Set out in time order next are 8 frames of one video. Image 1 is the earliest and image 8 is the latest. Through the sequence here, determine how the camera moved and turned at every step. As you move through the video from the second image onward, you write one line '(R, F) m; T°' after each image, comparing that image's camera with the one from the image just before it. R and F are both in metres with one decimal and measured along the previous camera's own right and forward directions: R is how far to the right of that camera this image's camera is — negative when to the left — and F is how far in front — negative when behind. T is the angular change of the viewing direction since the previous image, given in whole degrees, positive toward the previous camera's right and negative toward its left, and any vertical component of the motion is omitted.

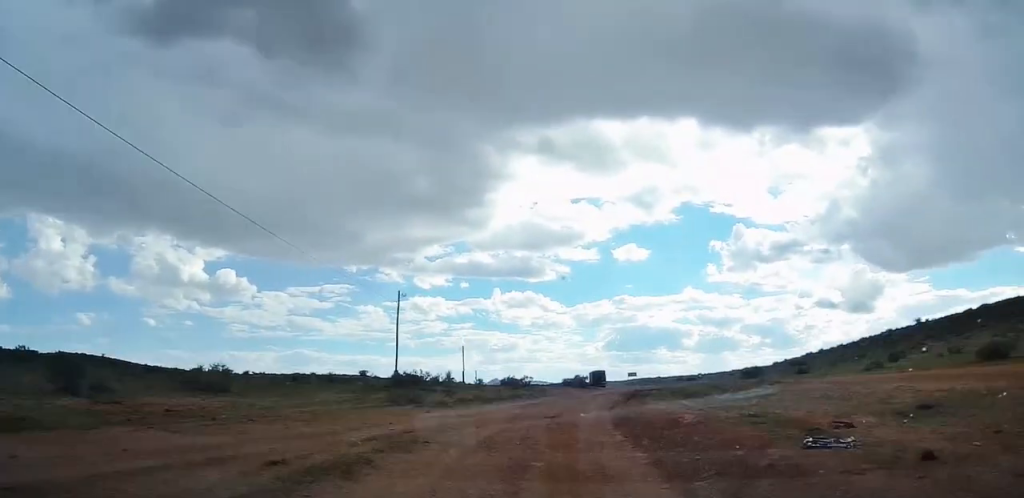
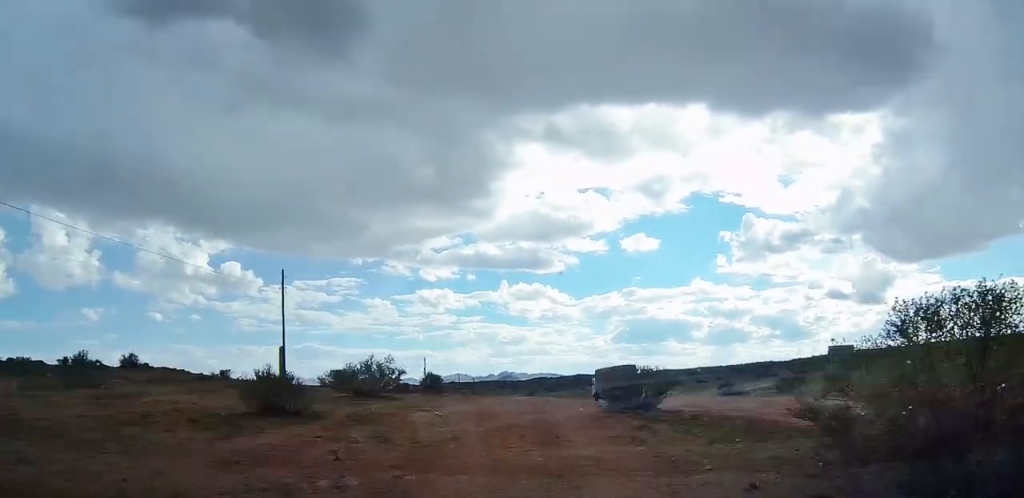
(+3.0, +69.3) m; -5°
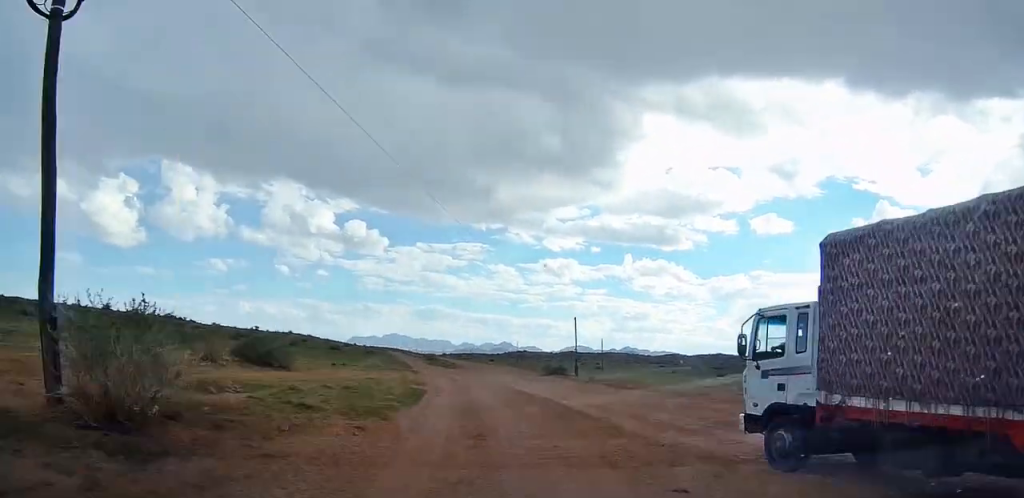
(-16.7, +114.6) m; -13°
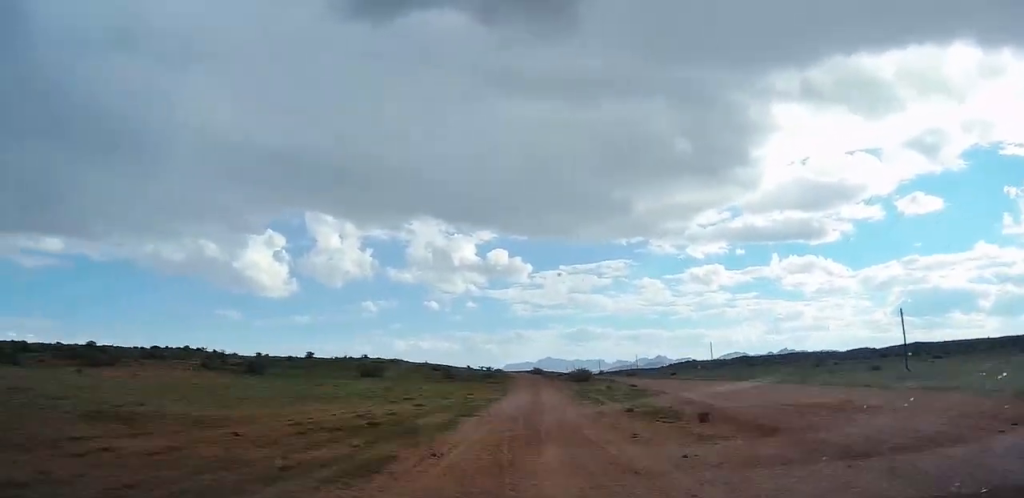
(-3.9, +51.6) m; -1°
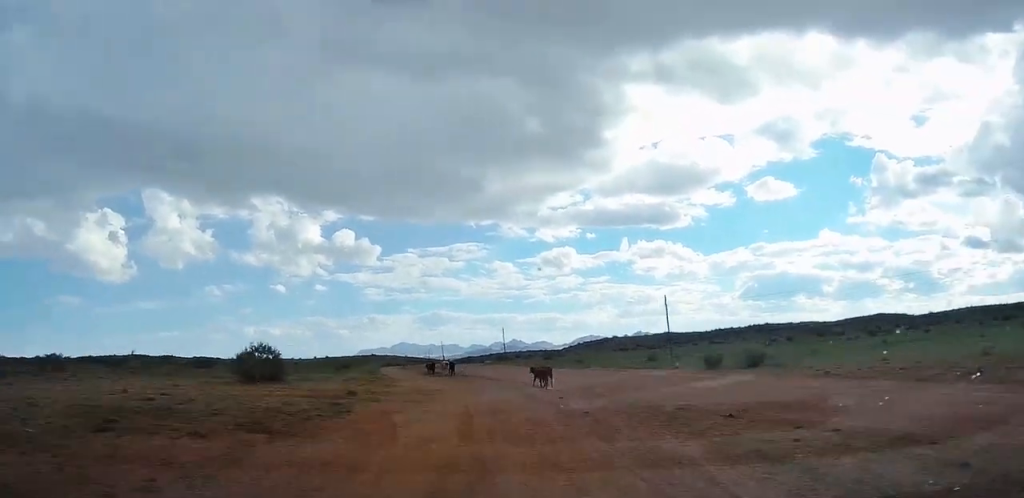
(-0.9, +130.9) m; +3°
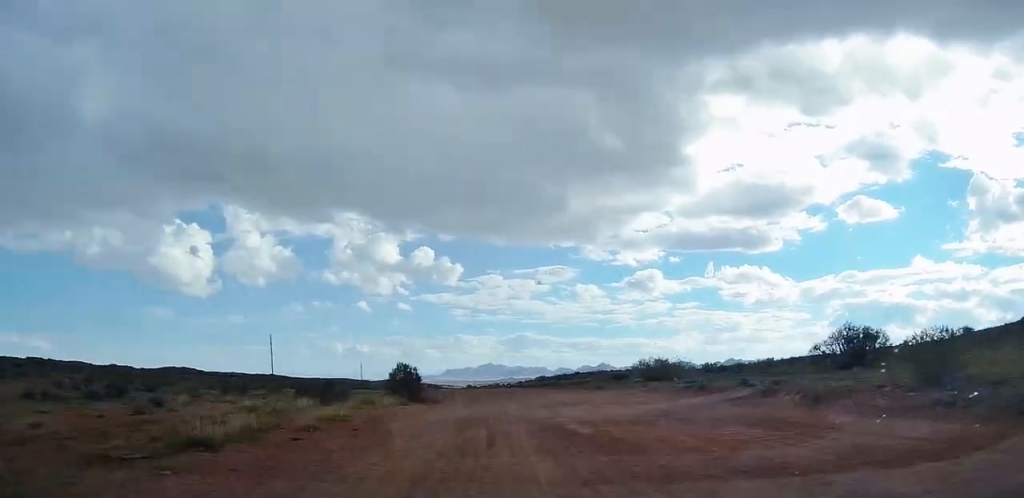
(+13.2, +247.6) m; -3°
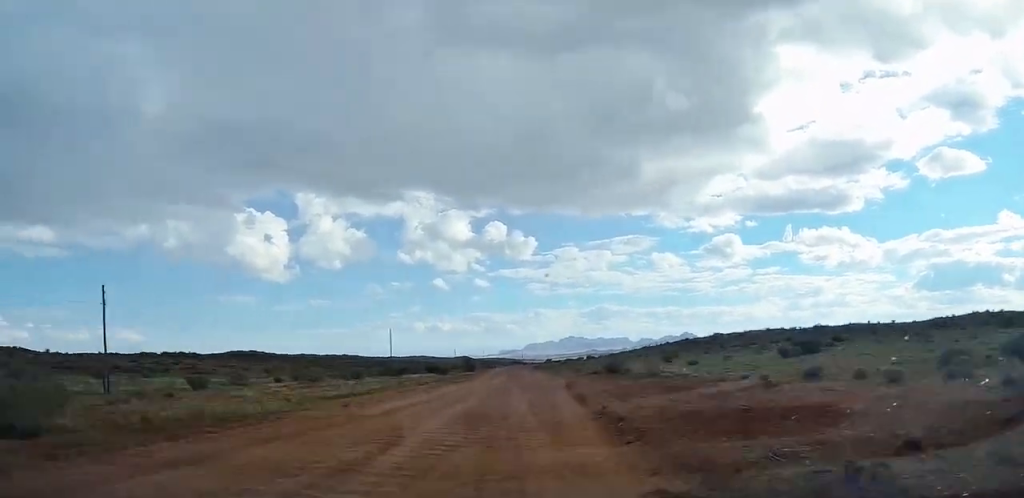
(-10.4, +118.3) m; -5°
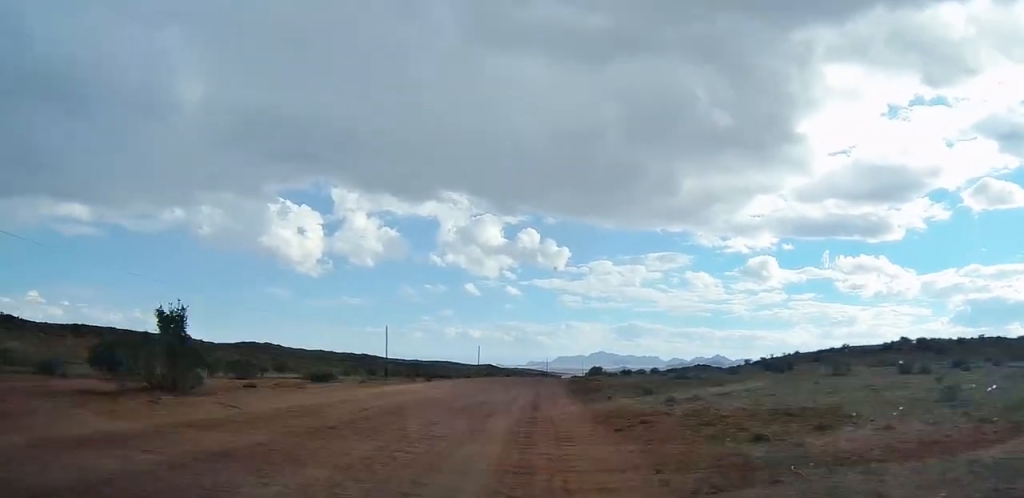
(-2.1, +101.2) m; +1°
